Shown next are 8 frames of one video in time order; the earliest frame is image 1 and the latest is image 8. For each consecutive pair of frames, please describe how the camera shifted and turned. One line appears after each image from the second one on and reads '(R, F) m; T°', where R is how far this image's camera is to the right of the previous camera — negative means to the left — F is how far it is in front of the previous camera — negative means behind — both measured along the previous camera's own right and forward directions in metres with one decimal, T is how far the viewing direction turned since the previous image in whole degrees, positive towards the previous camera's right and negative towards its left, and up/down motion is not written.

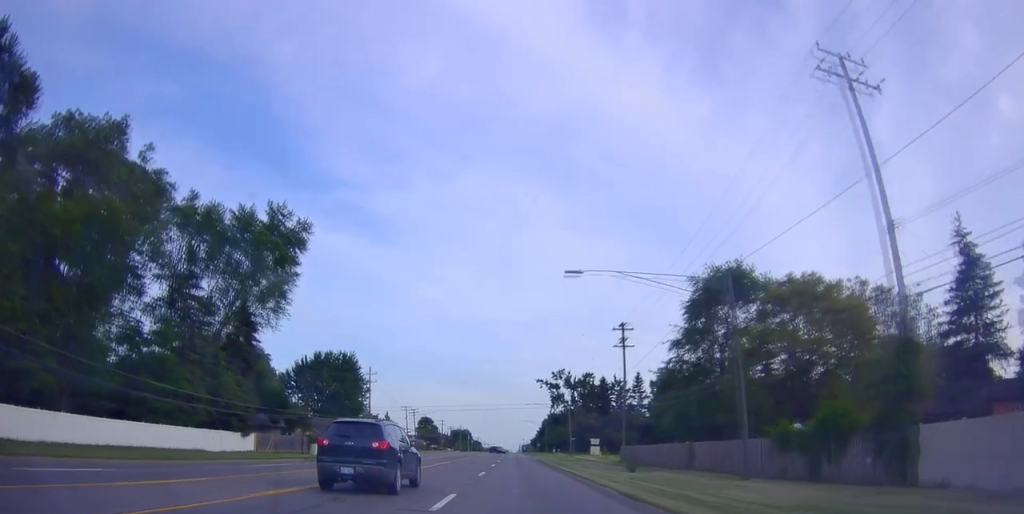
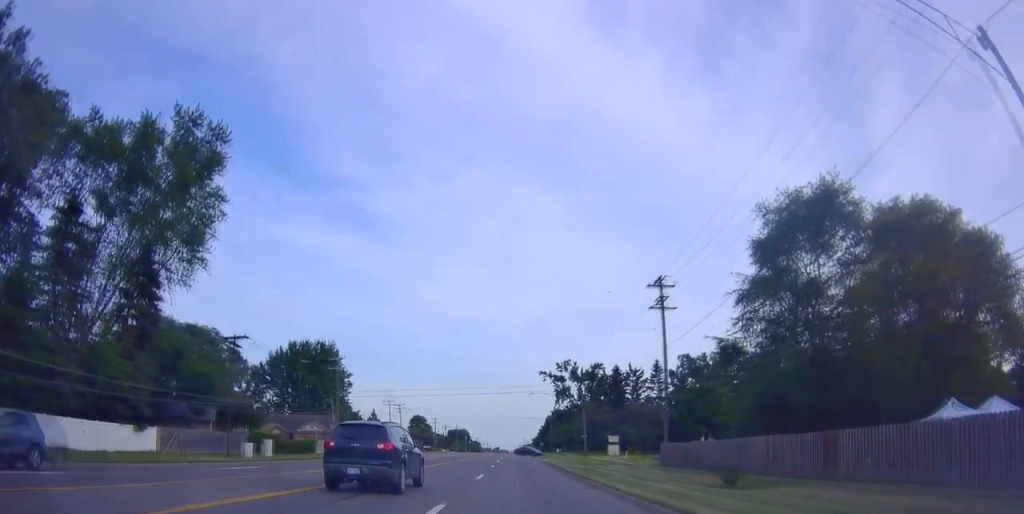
(-0.7, +17.8) m; -1°
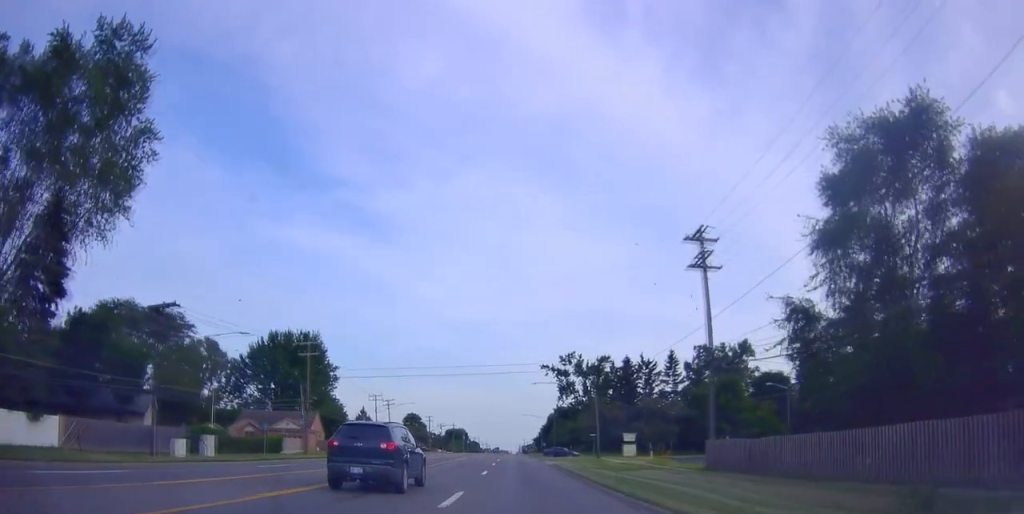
(+0.2, +11.3) m; 0°
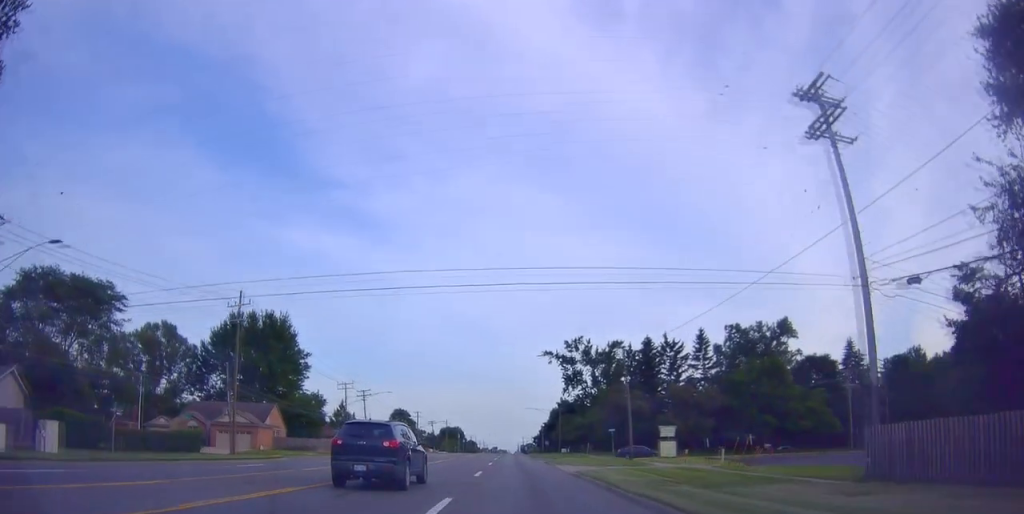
(0.0, +17.7) m; +1°
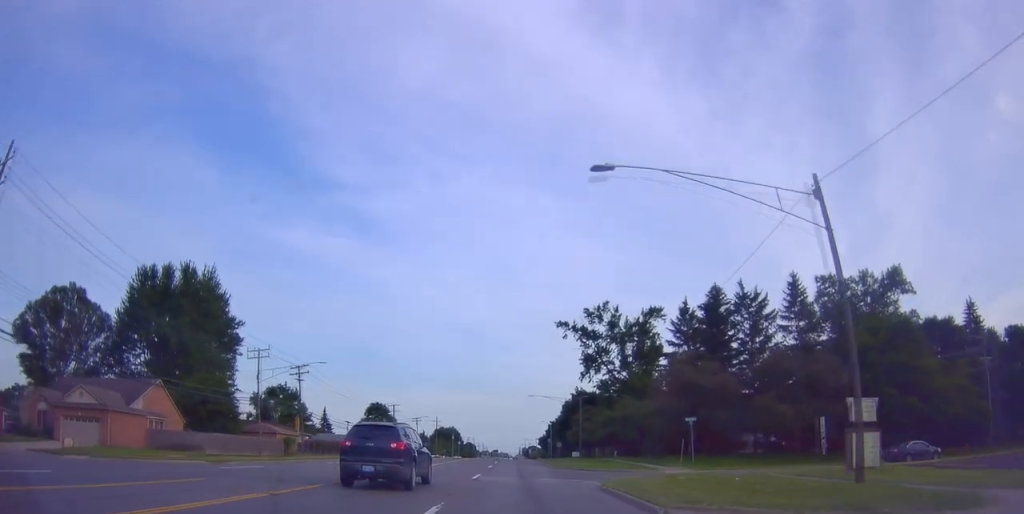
(+0.7, +30.4) m; +2°
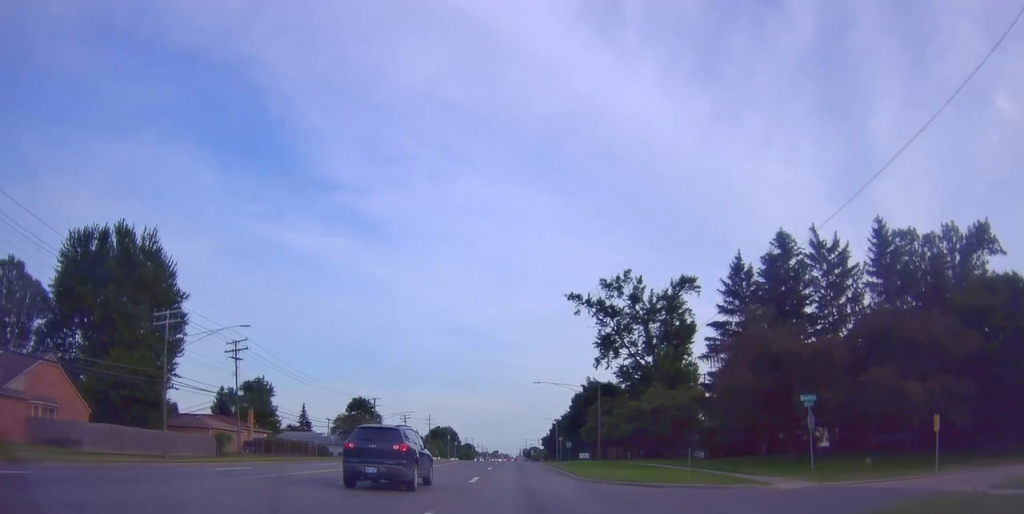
(-0.3, +16.7) m; -2°
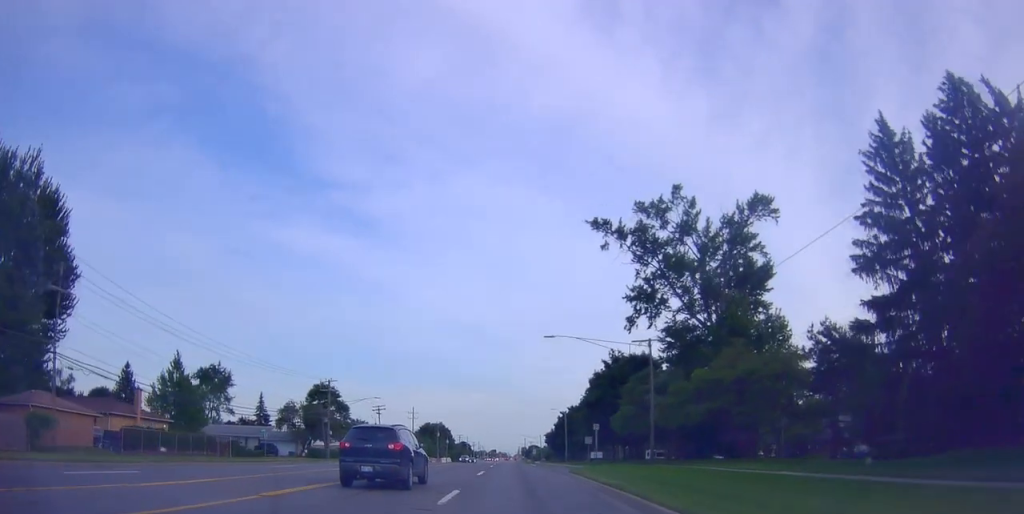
(-0.5, +24.6) m; -1°
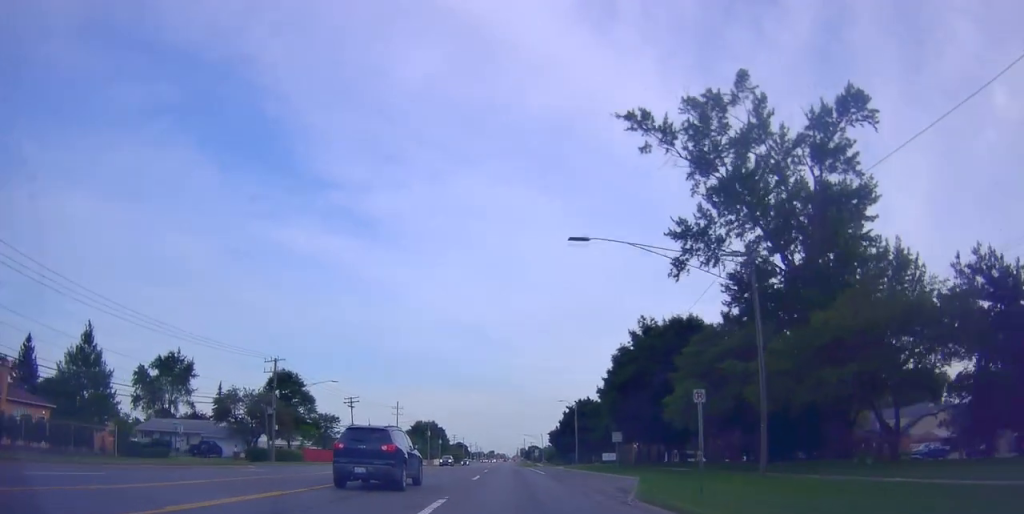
(0.0, +17.9) m; +1°
